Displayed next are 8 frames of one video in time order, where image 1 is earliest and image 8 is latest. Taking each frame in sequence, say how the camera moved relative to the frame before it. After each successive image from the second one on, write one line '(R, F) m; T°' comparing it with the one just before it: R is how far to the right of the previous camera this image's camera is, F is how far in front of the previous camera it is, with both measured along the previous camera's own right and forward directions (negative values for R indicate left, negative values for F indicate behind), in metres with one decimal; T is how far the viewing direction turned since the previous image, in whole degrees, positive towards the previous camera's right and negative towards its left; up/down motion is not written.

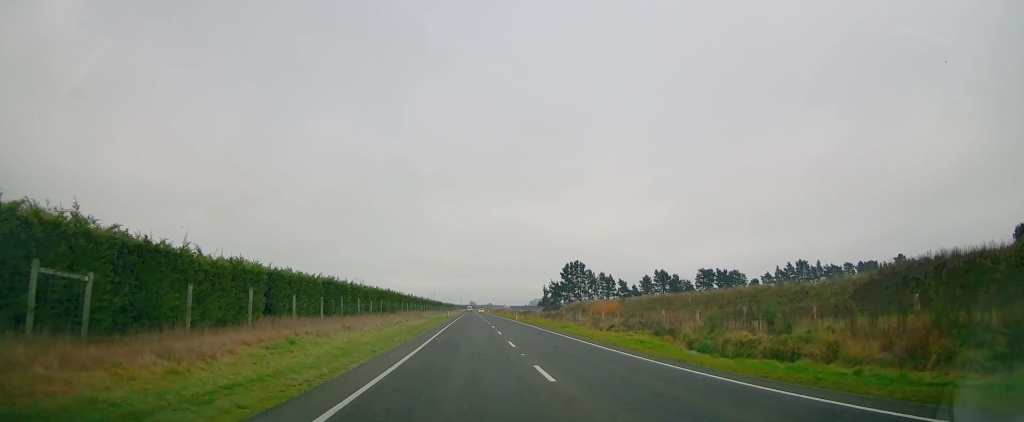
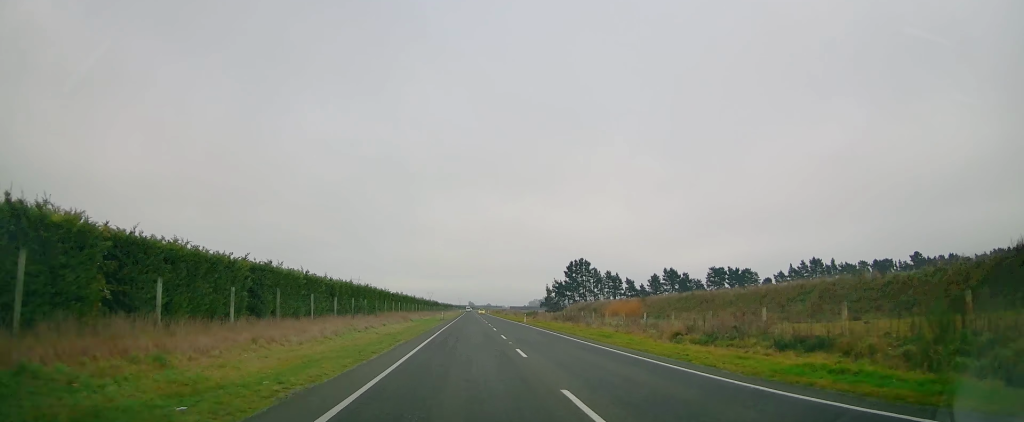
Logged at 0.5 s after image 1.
(0.0, +14.3) m; 0°
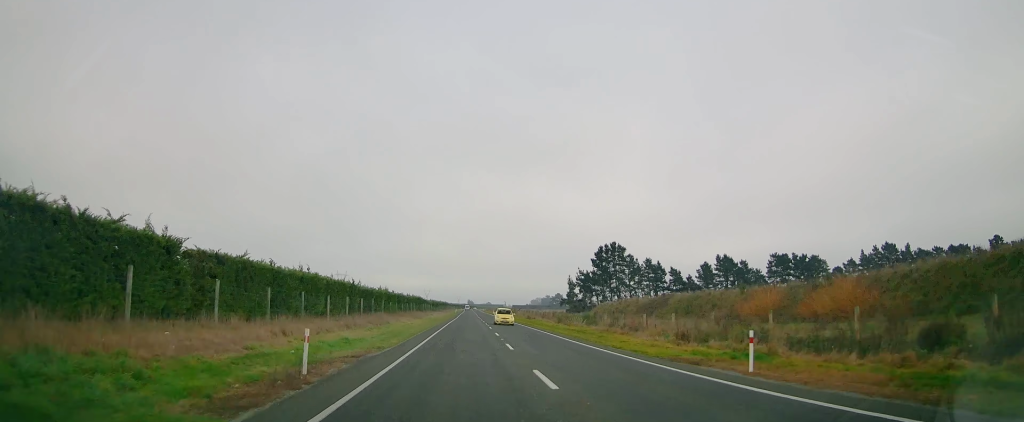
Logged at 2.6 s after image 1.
(0.0, +55.8) m; 0°
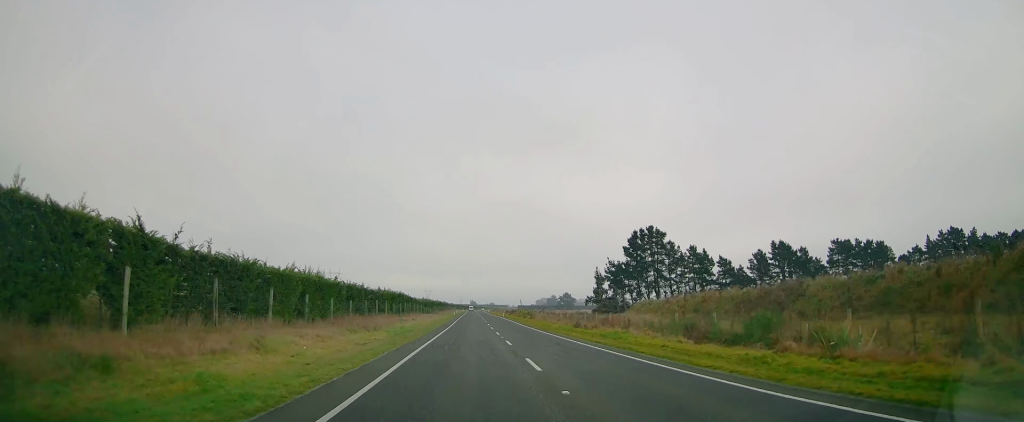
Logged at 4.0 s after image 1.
(0.0, +36.0) m; 0°
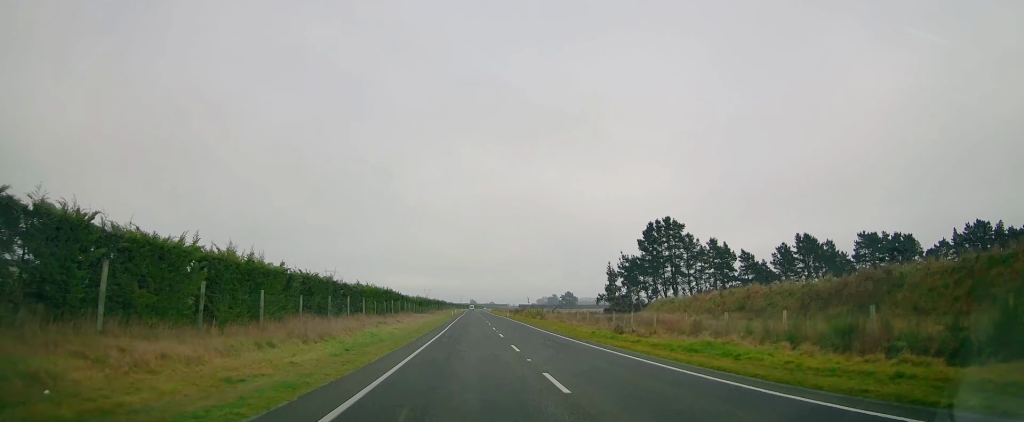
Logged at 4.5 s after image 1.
(0.0, +13.3) m; 0°
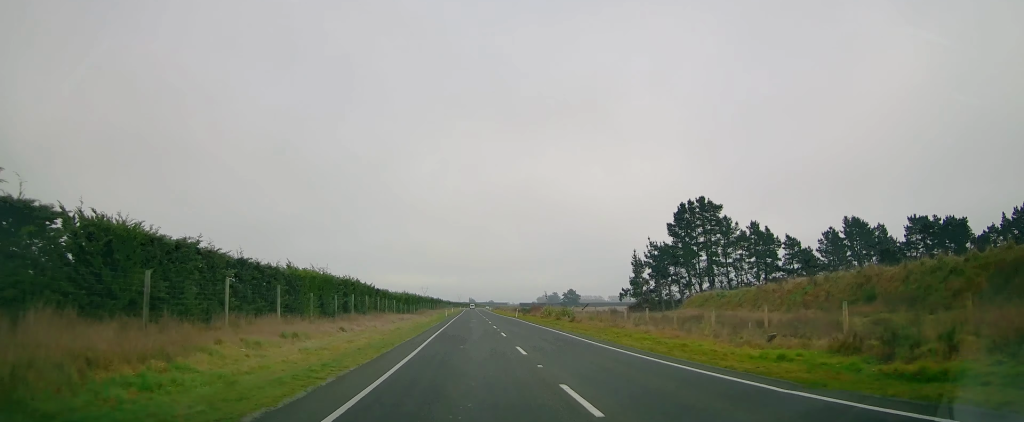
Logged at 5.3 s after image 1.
(0.0, +22.2) m; 0°
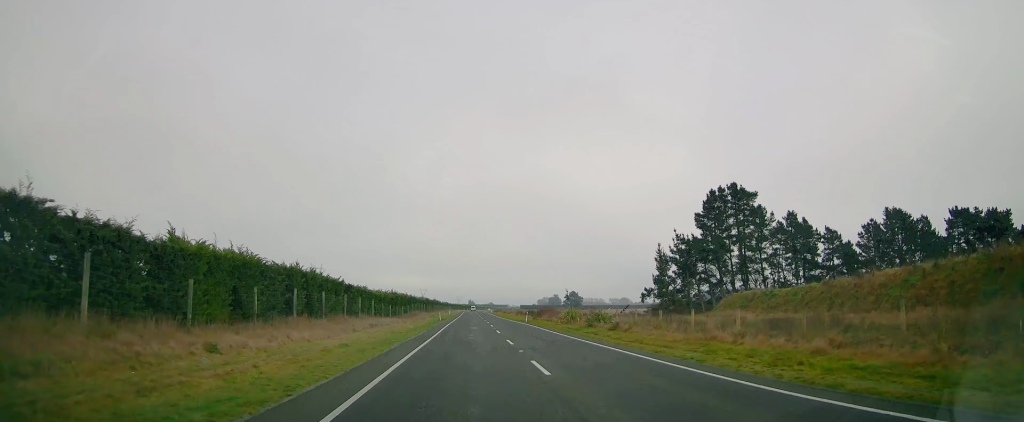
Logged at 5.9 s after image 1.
(0.0, +15.1) m; 0°
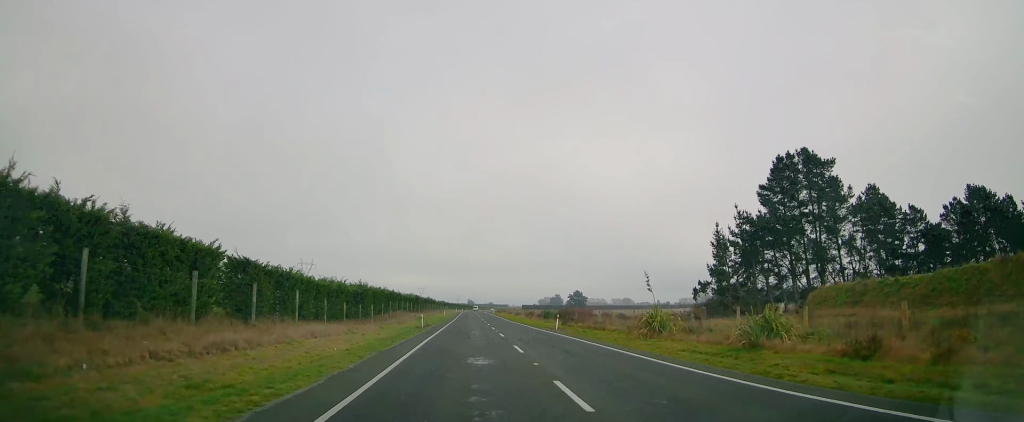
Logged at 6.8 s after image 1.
(0.0, +23.9) m; 0°
